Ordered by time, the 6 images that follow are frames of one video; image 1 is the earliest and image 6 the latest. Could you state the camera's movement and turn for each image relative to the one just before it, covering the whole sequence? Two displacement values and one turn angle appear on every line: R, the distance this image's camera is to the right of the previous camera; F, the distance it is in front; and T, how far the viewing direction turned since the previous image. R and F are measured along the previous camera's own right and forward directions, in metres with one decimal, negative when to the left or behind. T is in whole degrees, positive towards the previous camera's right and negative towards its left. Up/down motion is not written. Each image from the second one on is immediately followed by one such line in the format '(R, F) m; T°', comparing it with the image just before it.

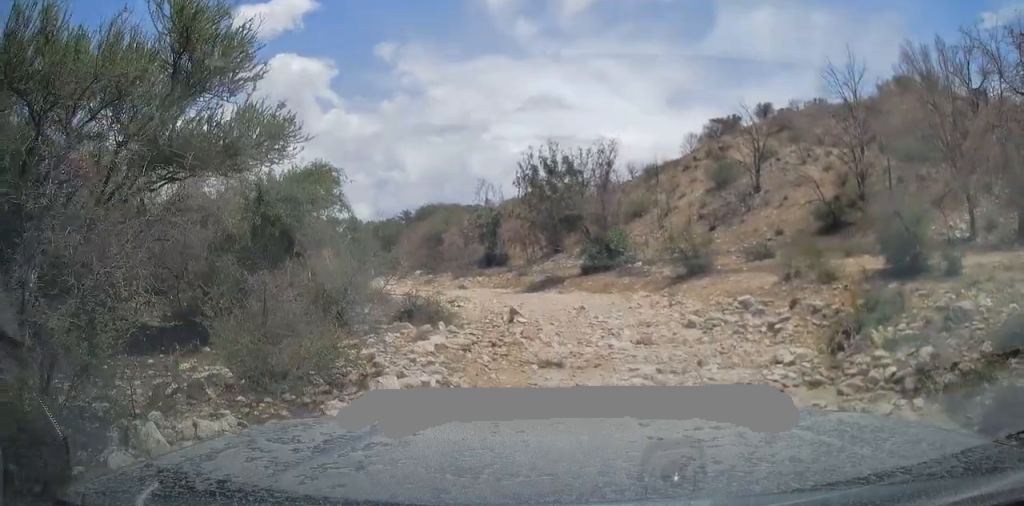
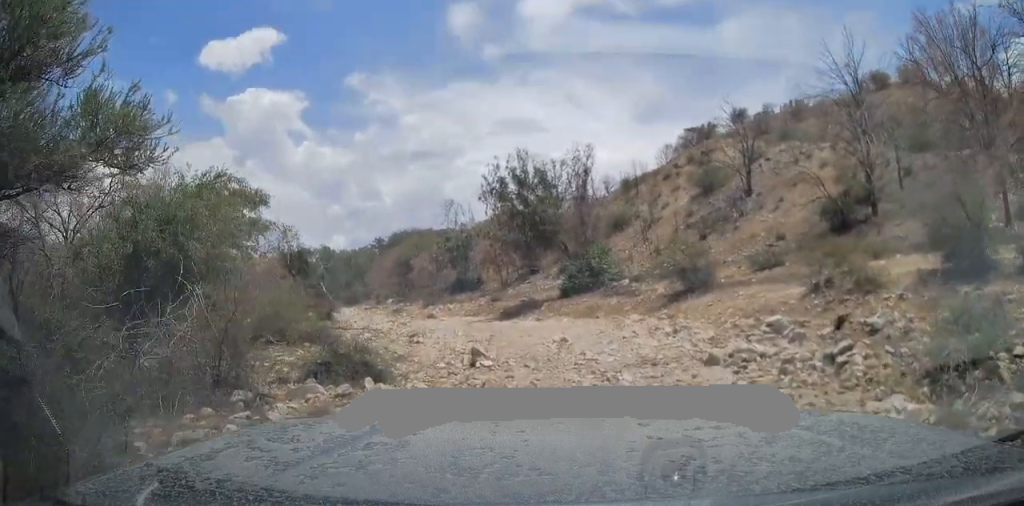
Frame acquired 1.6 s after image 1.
(0.0, +3.0) m; +1°
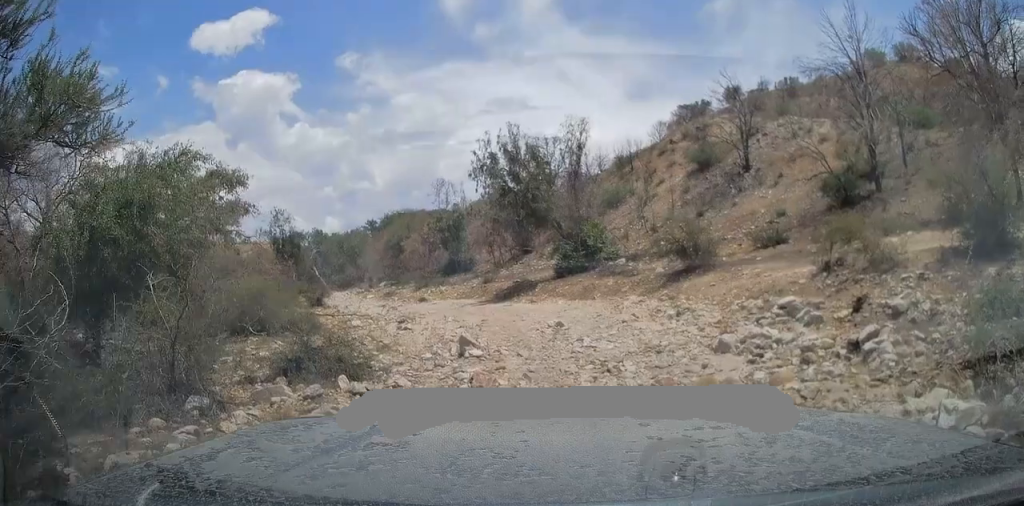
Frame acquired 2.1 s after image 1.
(0.0, +0.8) m; 0°
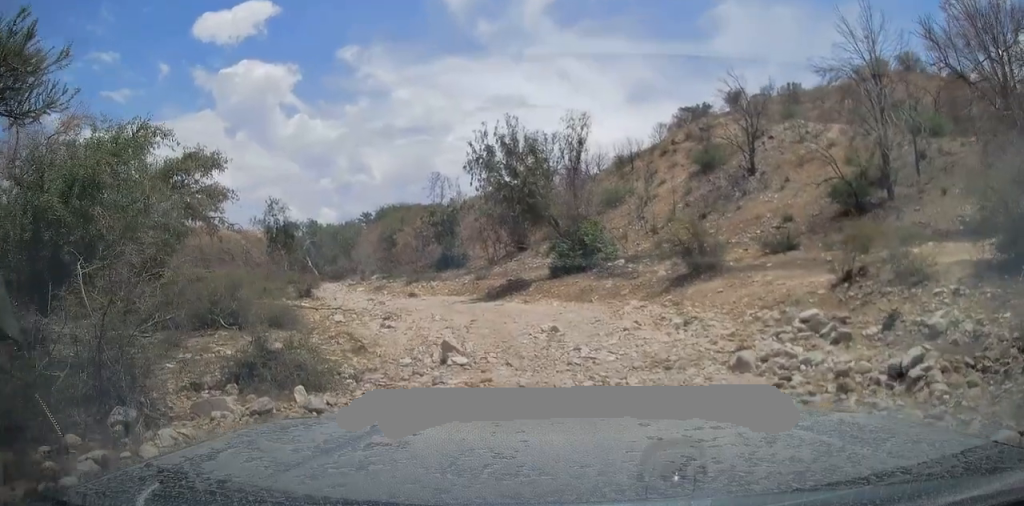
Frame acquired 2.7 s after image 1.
(0.0, +1.3) m; 0°
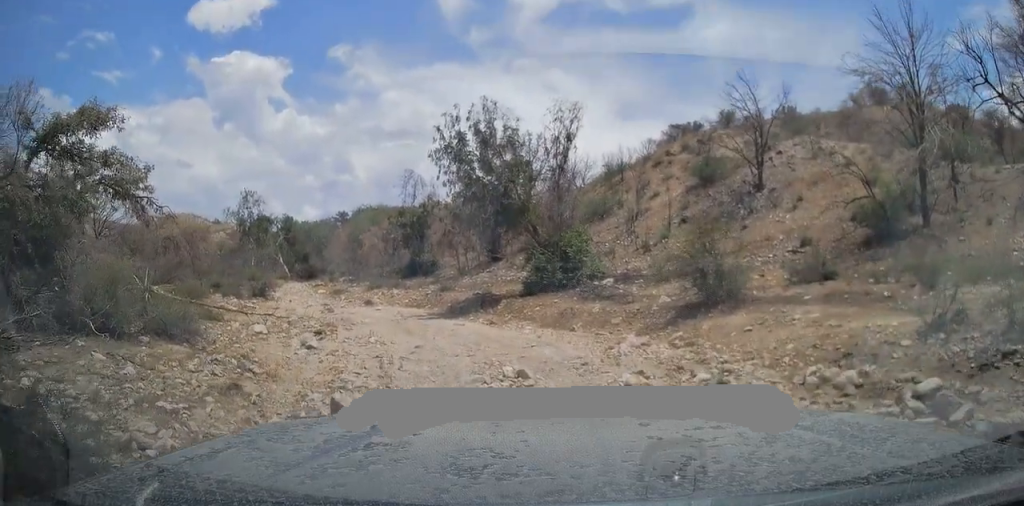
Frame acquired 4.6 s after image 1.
(-0.1, +4.0) m; -3°
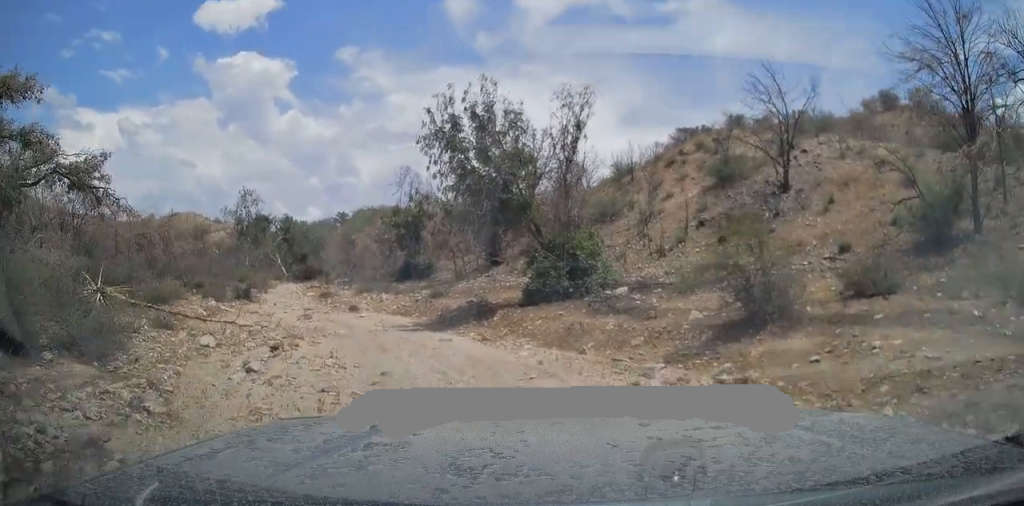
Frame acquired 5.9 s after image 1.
(-0.1, +2.7) m; +2°
